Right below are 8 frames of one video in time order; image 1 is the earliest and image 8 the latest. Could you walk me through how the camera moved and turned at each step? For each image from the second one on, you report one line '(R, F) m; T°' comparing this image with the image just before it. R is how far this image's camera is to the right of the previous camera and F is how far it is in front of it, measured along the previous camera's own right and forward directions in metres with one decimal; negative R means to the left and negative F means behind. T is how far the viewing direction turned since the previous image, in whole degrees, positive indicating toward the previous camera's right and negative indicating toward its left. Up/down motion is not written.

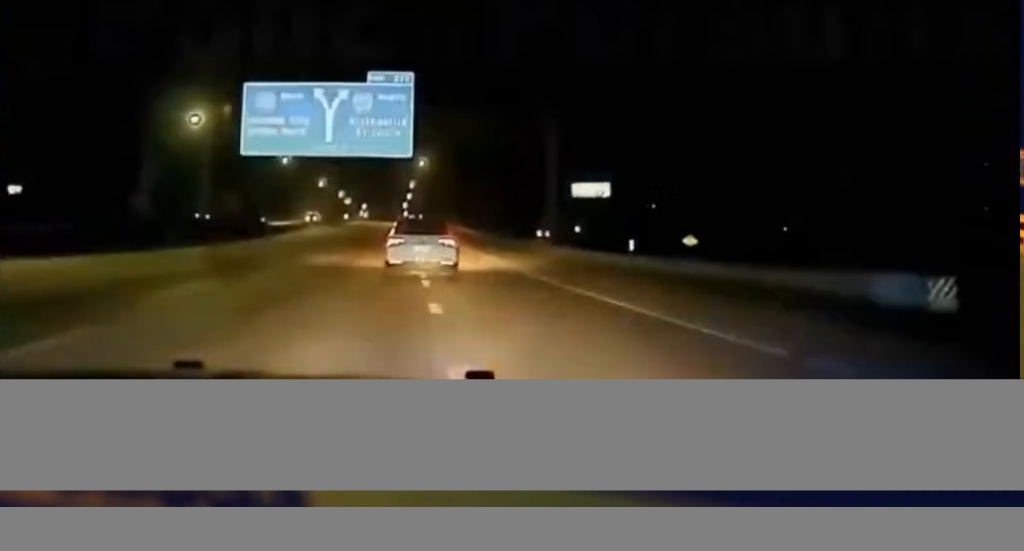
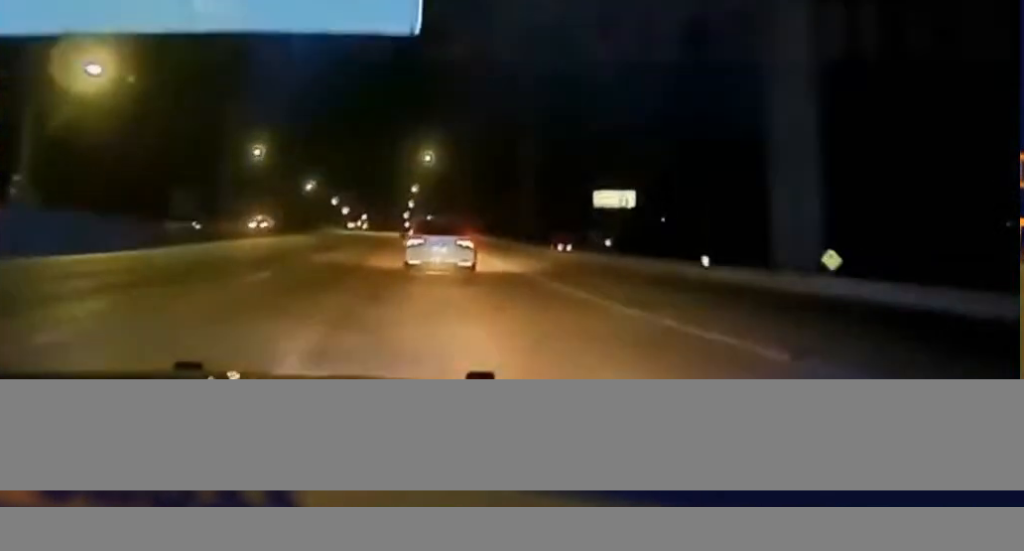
(-0.1, +30.8) m; 0°
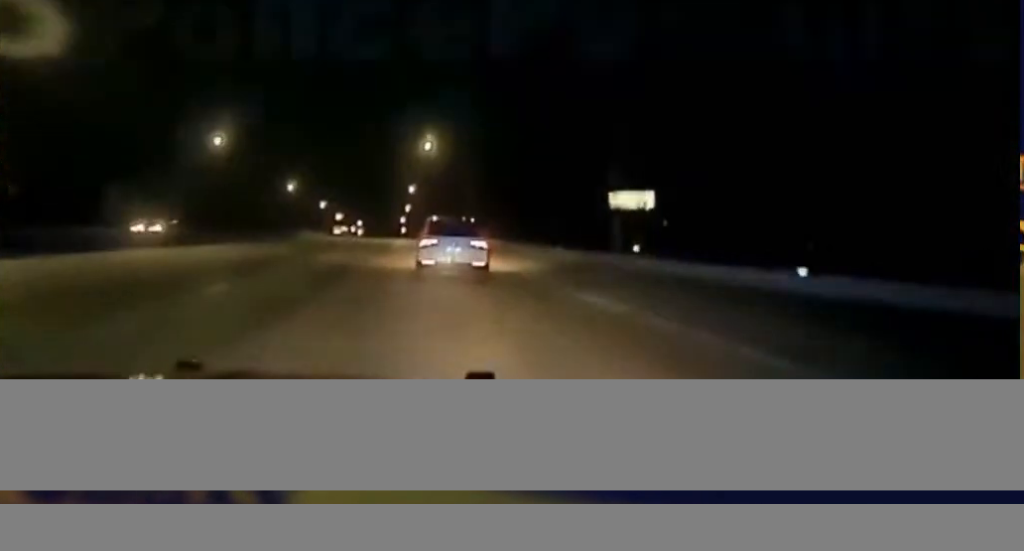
(0.0, +24.0) m; 0°
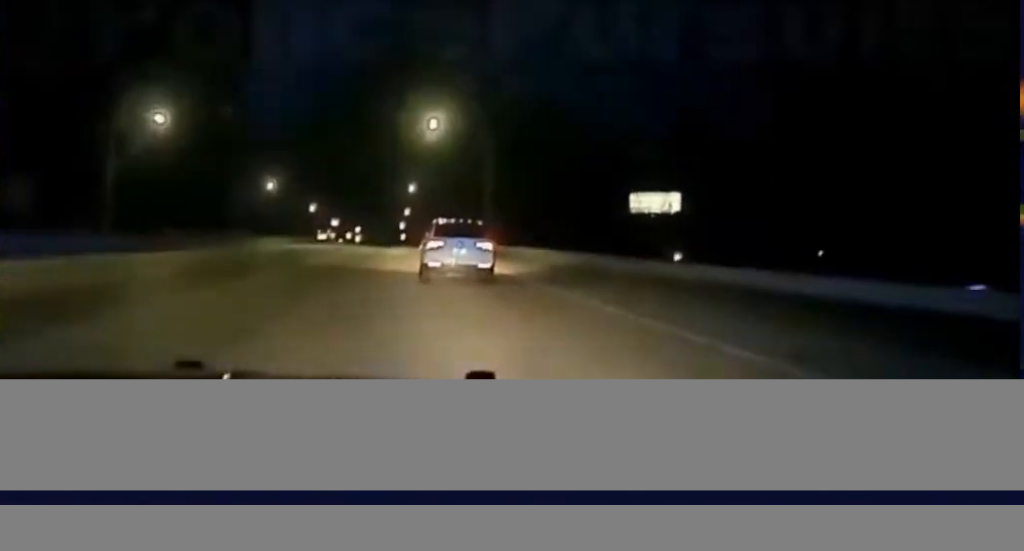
(-0.1, +24.5) m; 0°
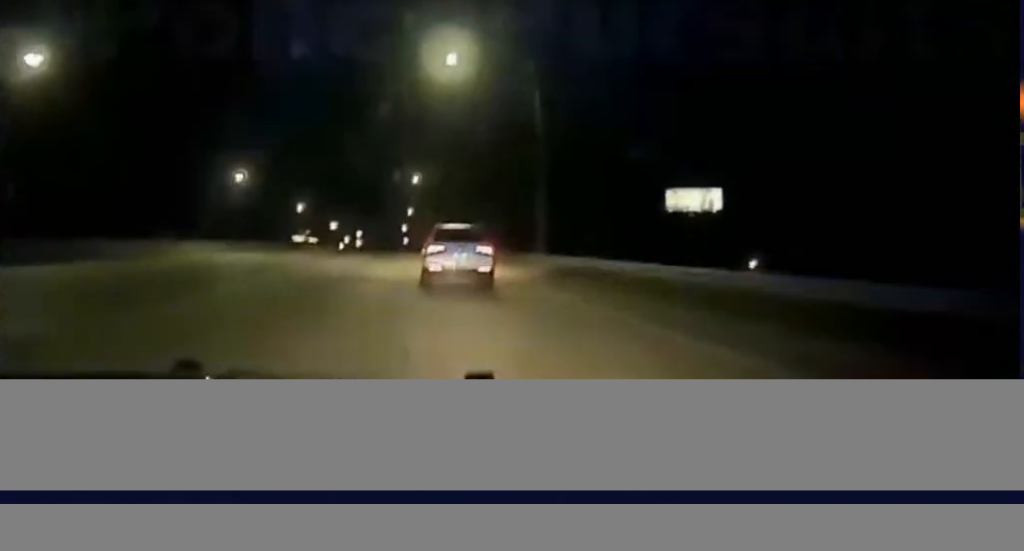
(+0.2, +30.3) m; 0°
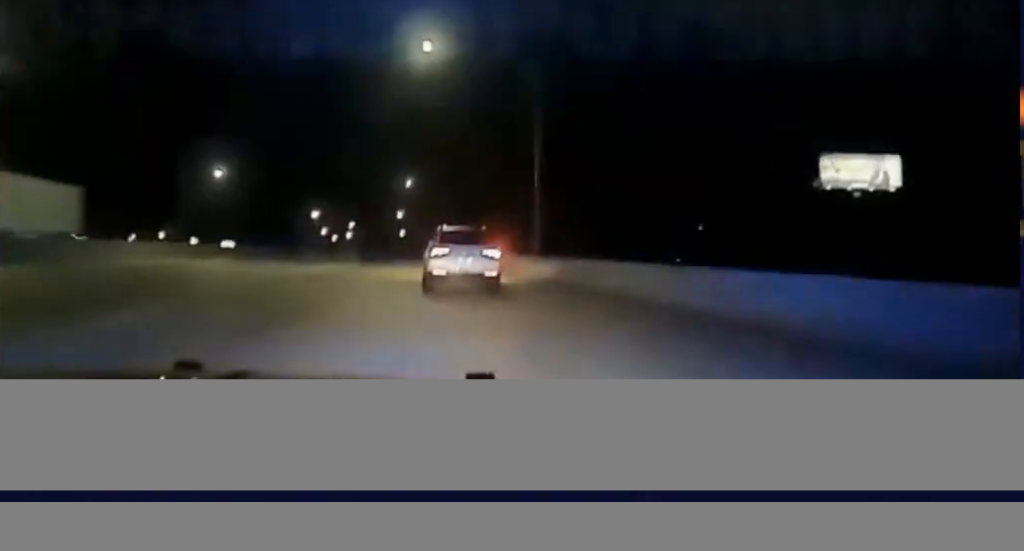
(-0.5, +83.8) m; 0°
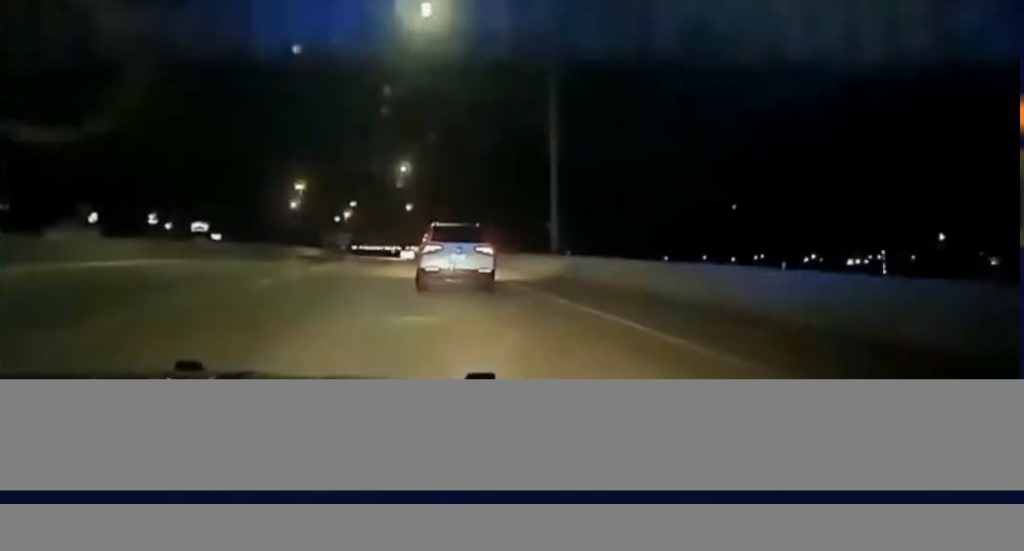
(+0.6, +92.9) m; 0°
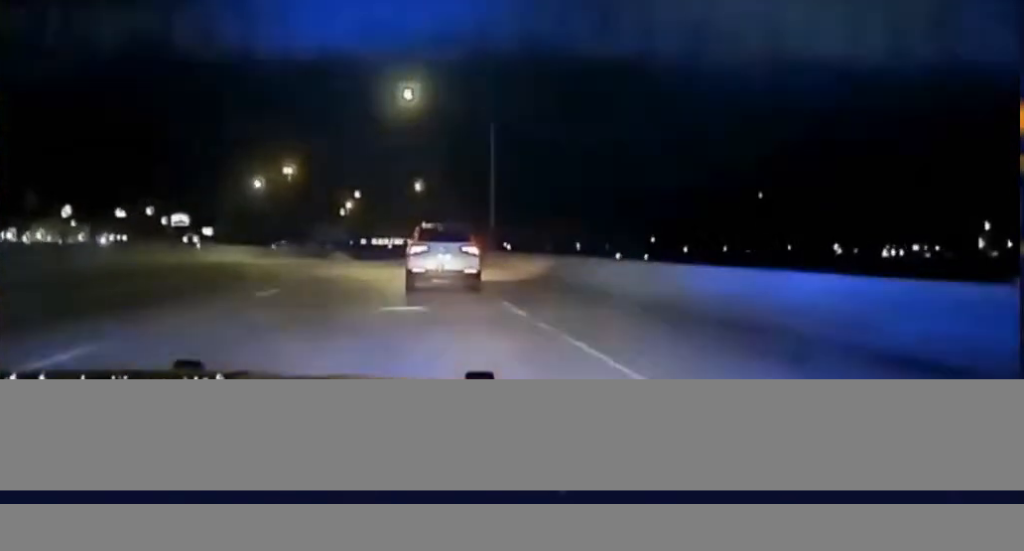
(-0.1, +60.3) m; 0°
